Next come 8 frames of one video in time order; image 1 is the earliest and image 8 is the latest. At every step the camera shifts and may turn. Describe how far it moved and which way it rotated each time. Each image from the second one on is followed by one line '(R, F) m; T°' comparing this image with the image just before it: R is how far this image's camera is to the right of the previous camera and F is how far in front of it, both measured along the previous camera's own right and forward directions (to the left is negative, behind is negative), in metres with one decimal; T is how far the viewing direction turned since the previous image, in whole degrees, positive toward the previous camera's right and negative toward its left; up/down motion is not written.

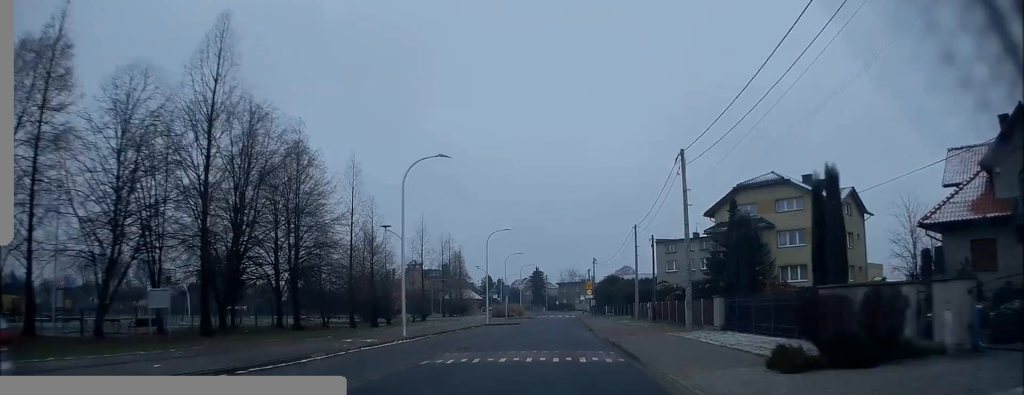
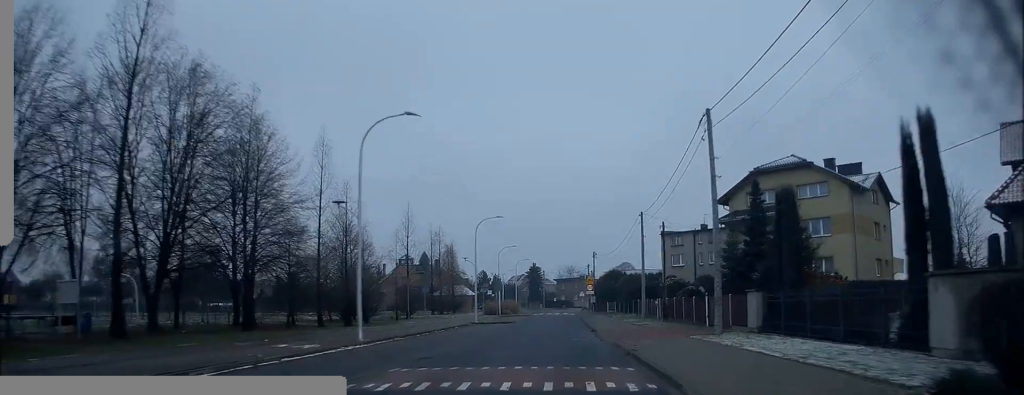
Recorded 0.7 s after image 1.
(-0.1, +5.7) m; -1°
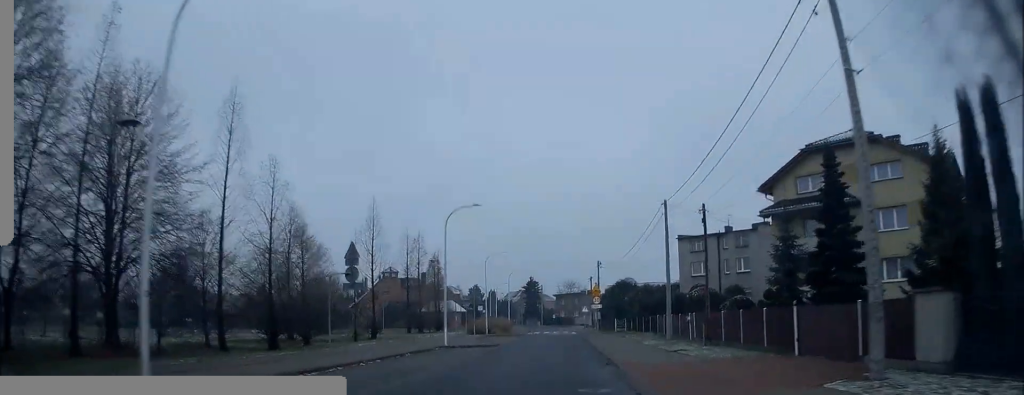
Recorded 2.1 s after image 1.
(+0.2, +11.8) m; +1°
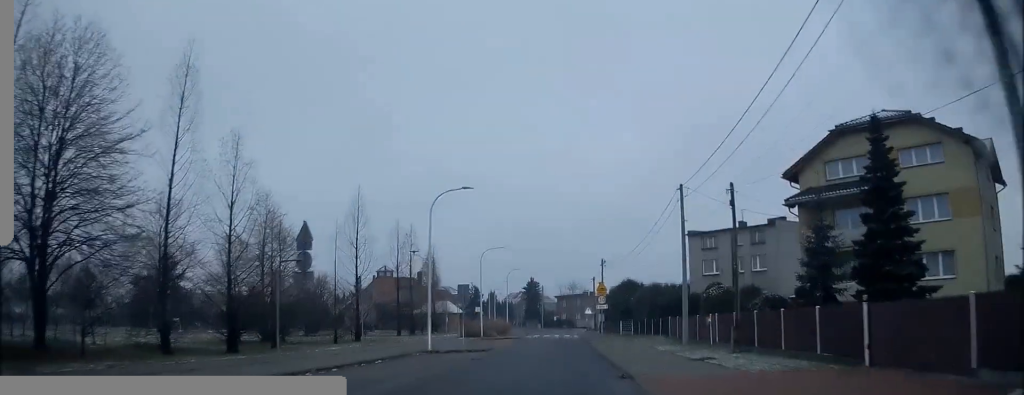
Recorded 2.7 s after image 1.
(+0.1, +4.7) m; -1°
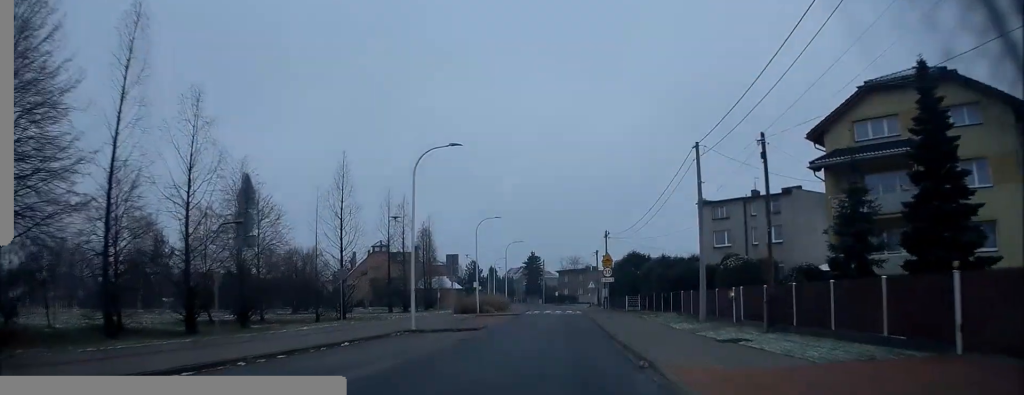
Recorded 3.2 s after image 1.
(-0.3, +3.8) m; 0°
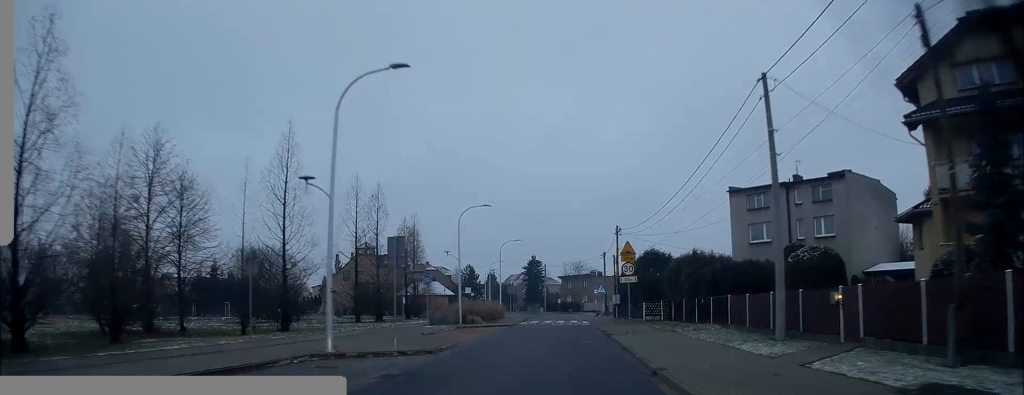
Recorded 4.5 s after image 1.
(+0.3, +10.1) m; +1°
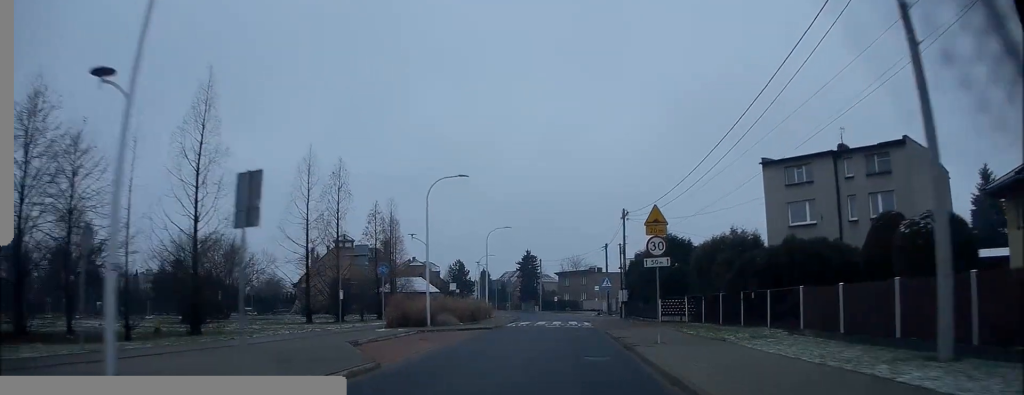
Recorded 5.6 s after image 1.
(-0.3, +8.5) m; -1°
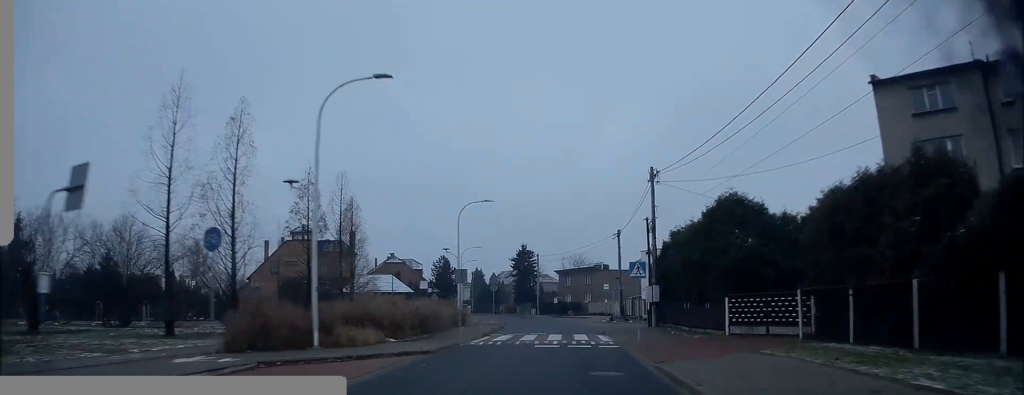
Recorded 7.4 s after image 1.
(+0.1, +14.4) m; +2°
